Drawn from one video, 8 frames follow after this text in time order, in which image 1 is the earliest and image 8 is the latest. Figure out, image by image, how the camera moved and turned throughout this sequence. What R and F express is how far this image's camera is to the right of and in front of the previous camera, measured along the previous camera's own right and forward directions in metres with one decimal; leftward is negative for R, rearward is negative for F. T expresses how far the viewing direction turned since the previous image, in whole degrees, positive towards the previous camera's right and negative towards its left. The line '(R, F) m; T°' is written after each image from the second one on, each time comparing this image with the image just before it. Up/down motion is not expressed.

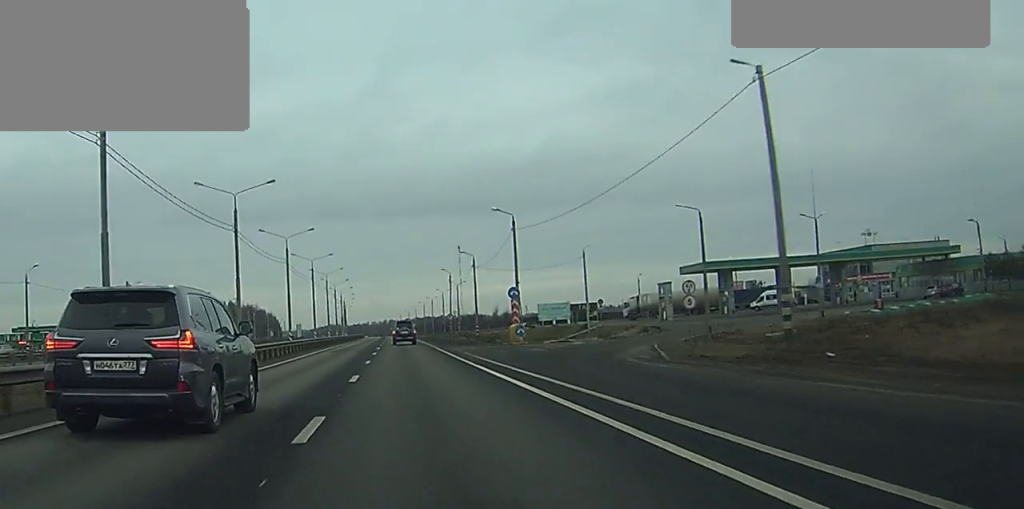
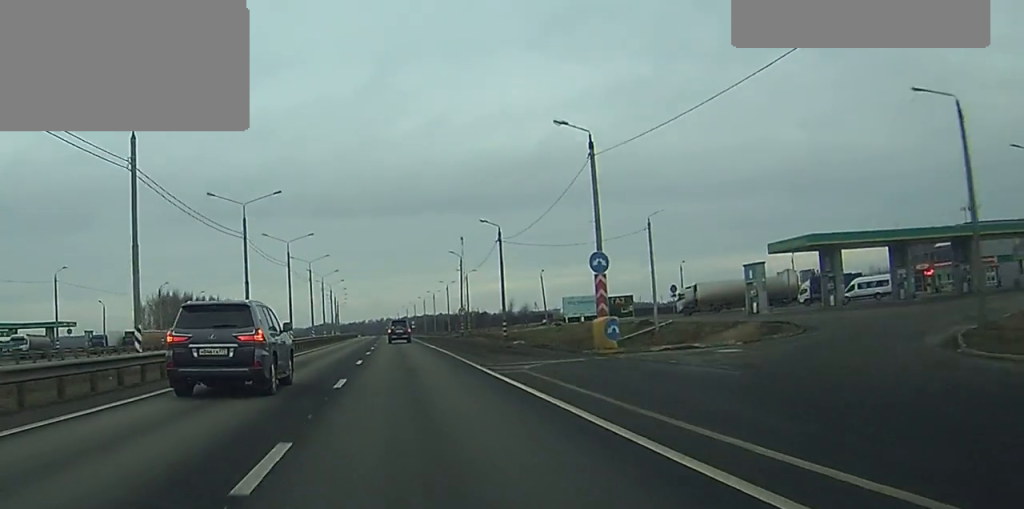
(0.0, +26.8) m; 0°
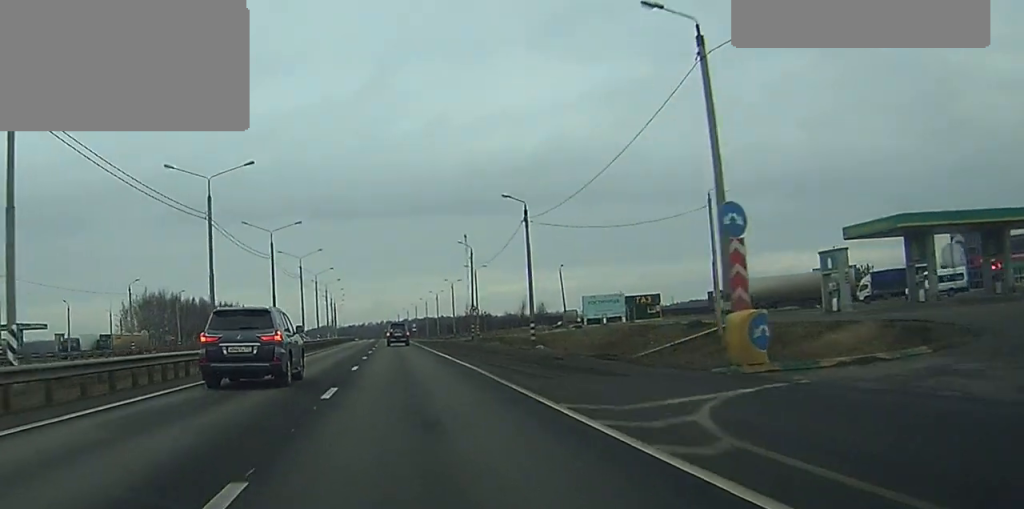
(0.0, +14.3) m; 0°
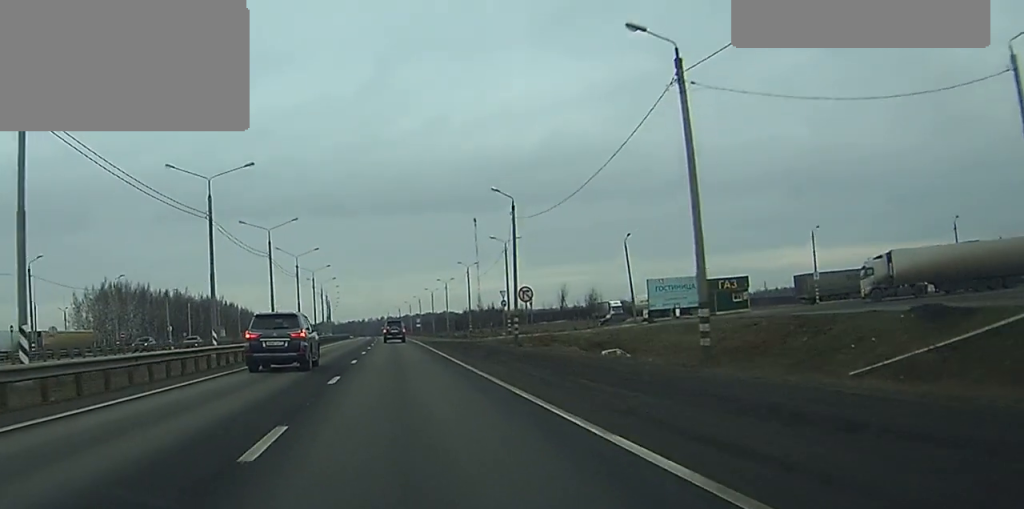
(0.0, +31.4) m; 0°
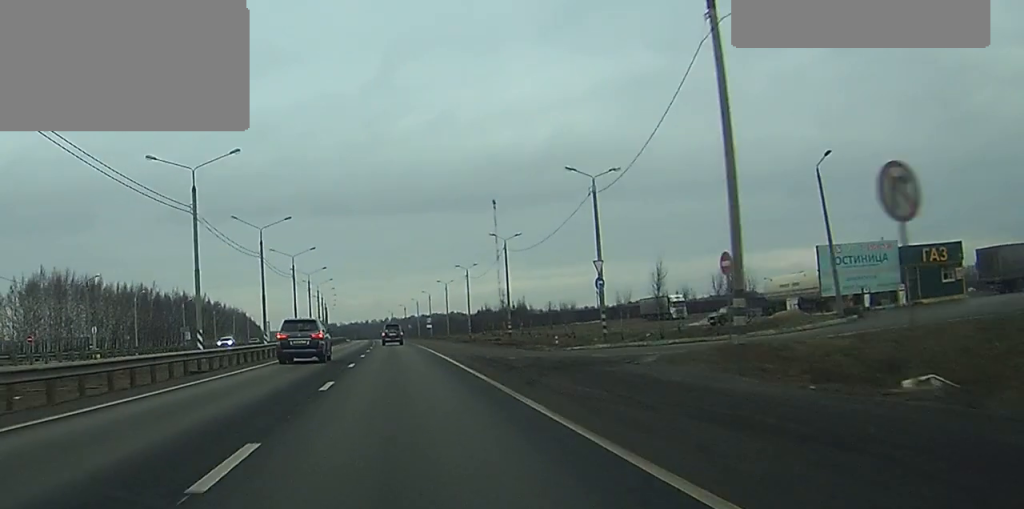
(-0.1, +37.0) m; 0°
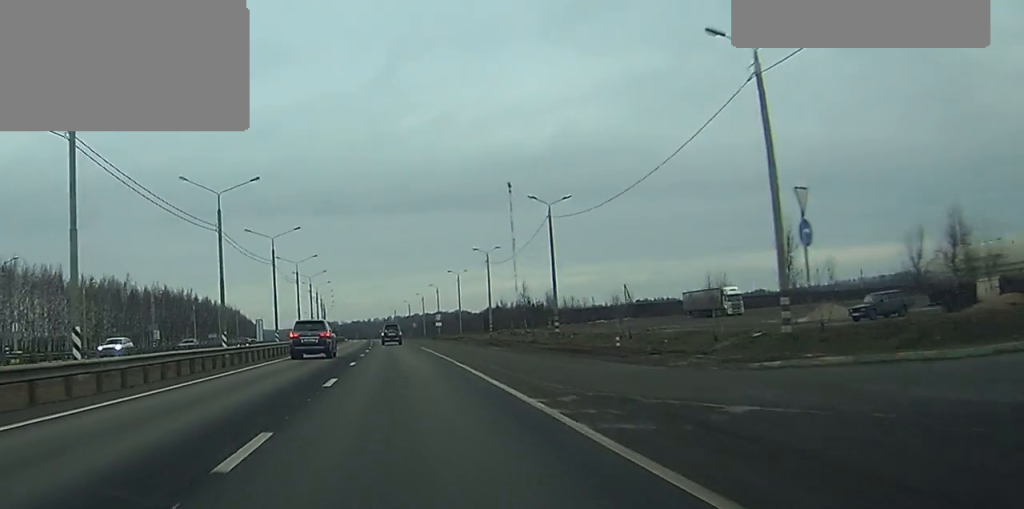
(0.0, +22.7) m; 0°
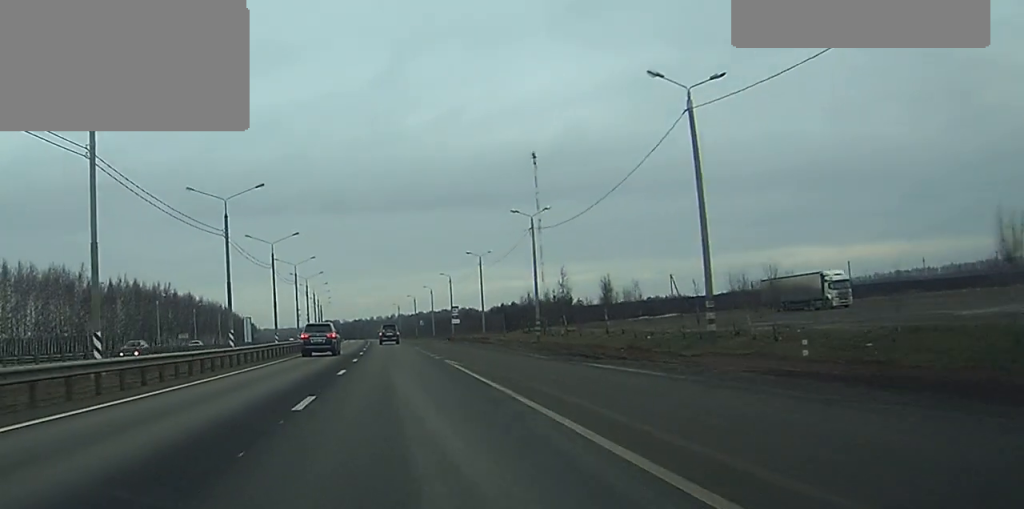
(-0.1, +29.4) m; 0°
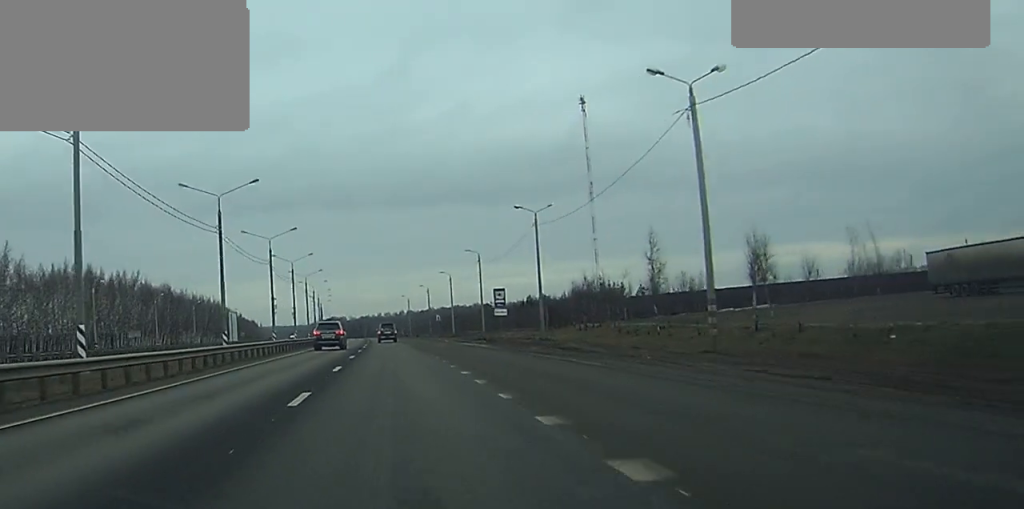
(-0.2, +35.3) m; 0°
